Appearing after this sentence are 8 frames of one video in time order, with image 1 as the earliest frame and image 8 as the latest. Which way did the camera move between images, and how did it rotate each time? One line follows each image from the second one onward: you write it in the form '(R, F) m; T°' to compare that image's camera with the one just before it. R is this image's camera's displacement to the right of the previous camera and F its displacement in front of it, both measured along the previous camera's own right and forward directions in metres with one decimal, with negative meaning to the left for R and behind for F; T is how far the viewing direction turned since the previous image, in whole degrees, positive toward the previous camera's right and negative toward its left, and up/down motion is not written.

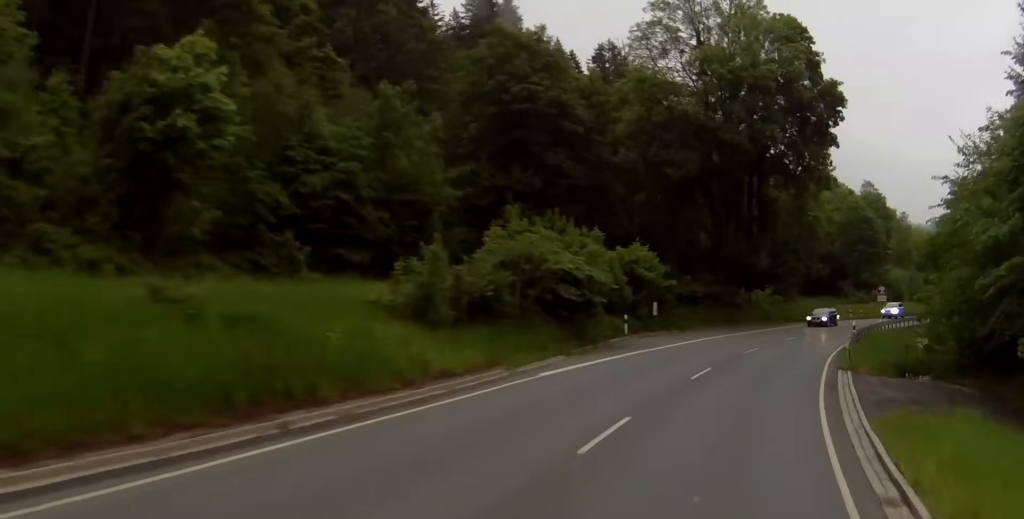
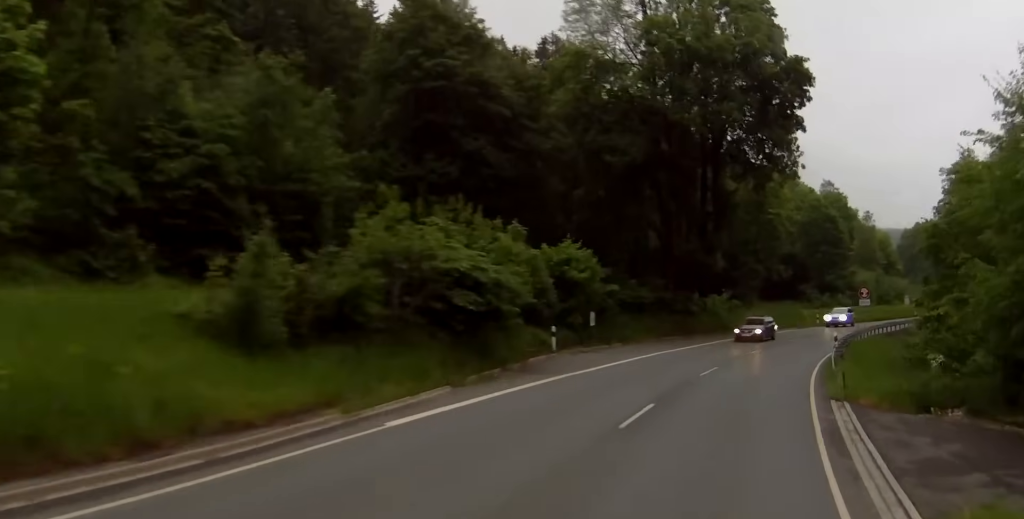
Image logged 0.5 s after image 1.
(+0.4, +8.6) m; +2°
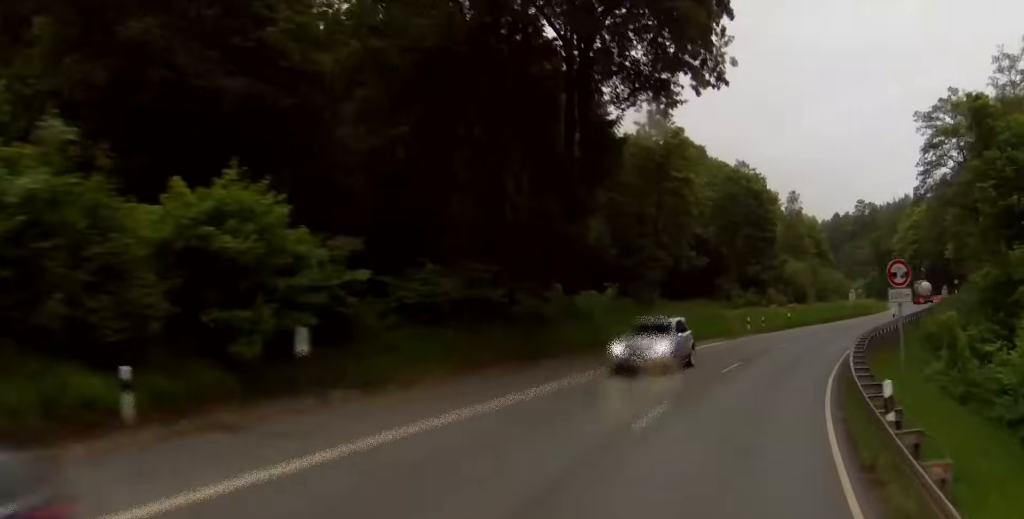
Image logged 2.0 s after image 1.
(+0.8, +24.8) m; +6°
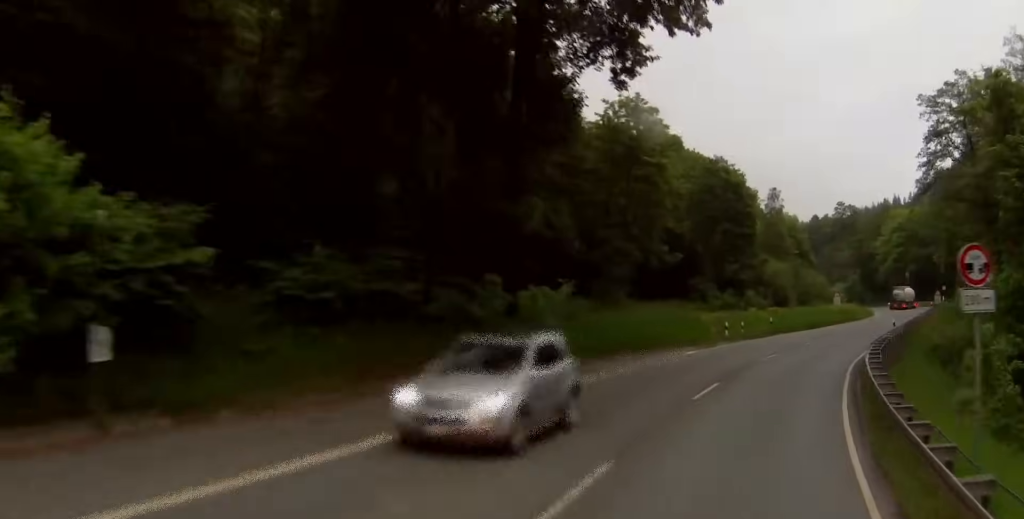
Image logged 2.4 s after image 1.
(+0.1, +7.2) m; +3°
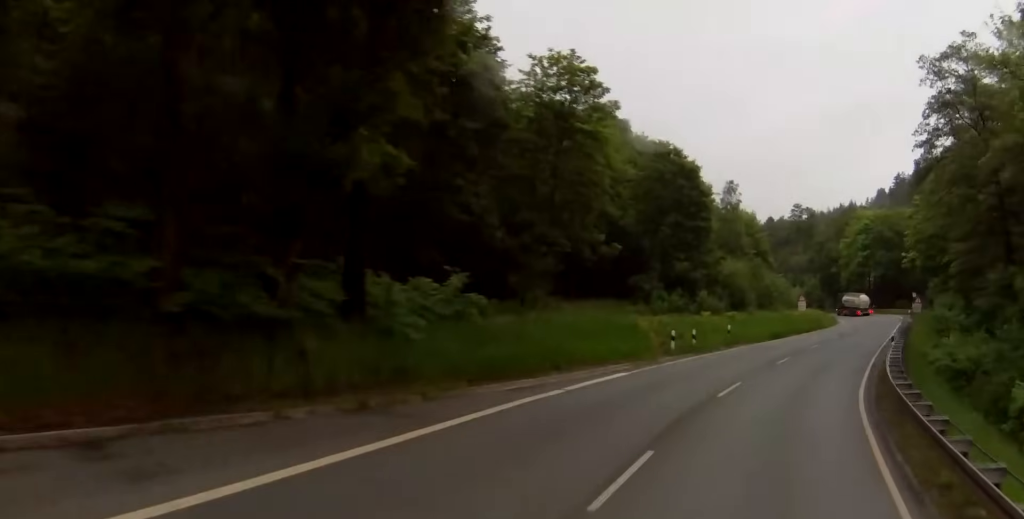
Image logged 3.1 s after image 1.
(+0.6, +11.1) m; +3°
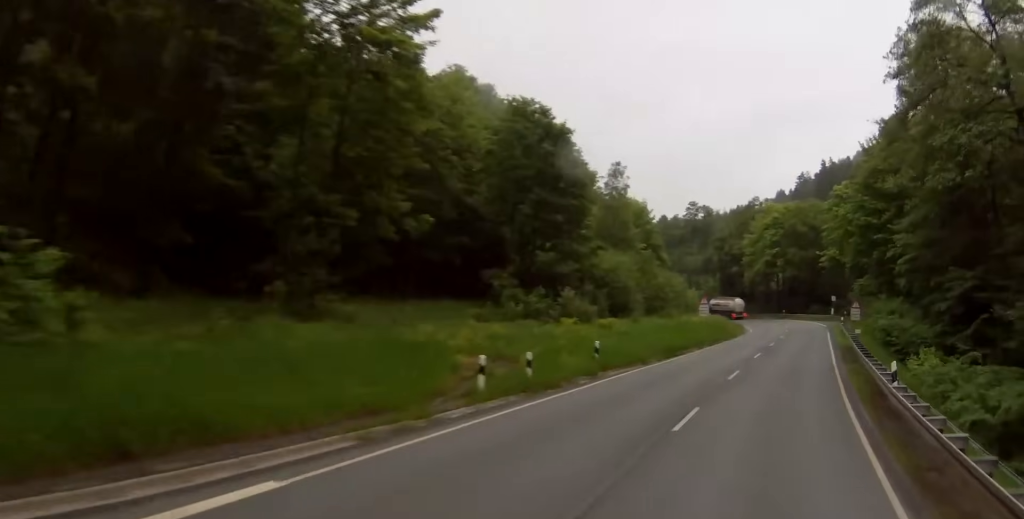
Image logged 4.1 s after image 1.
(+0.7, +17.2) m; +4°
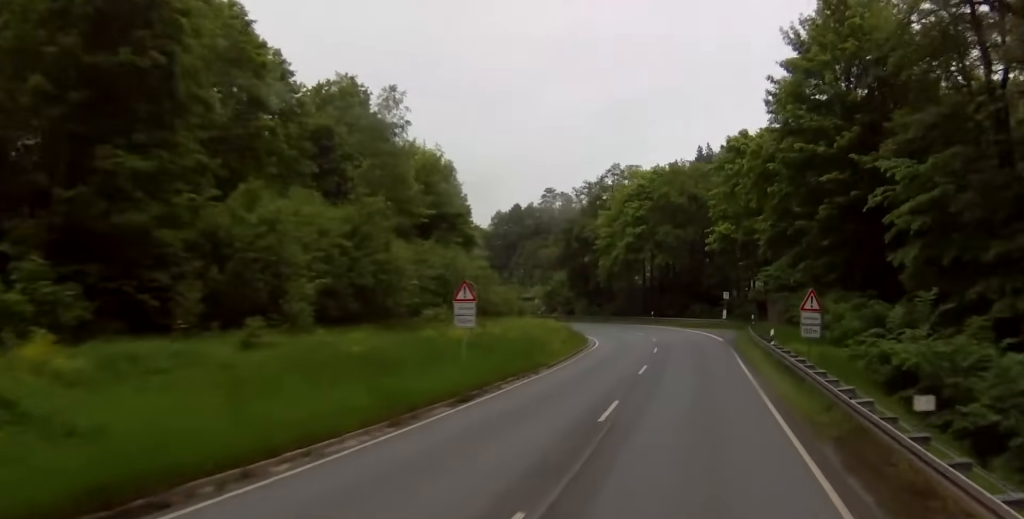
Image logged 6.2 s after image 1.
(+3.7, +34.3) m; +11°
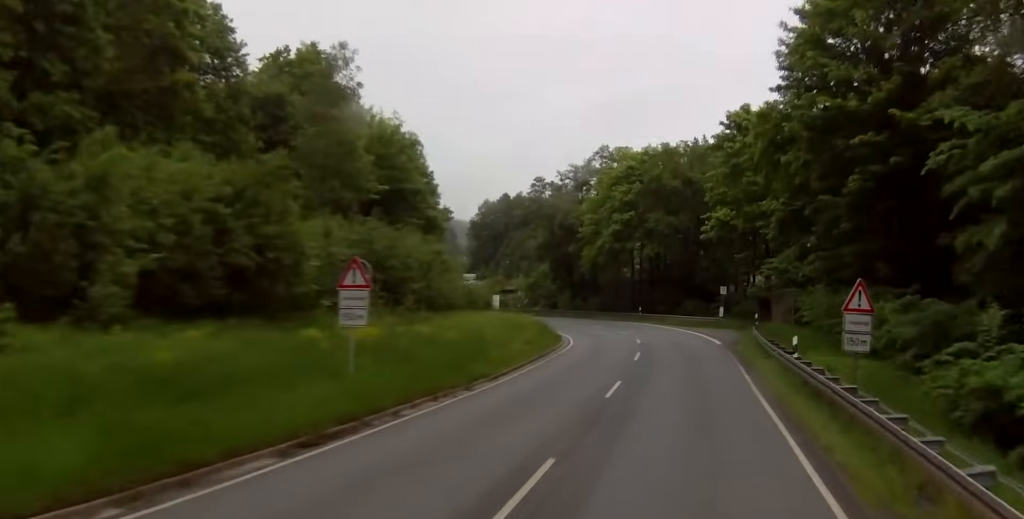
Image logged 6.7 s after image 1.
(+0.3, +9.0) m; +1°
